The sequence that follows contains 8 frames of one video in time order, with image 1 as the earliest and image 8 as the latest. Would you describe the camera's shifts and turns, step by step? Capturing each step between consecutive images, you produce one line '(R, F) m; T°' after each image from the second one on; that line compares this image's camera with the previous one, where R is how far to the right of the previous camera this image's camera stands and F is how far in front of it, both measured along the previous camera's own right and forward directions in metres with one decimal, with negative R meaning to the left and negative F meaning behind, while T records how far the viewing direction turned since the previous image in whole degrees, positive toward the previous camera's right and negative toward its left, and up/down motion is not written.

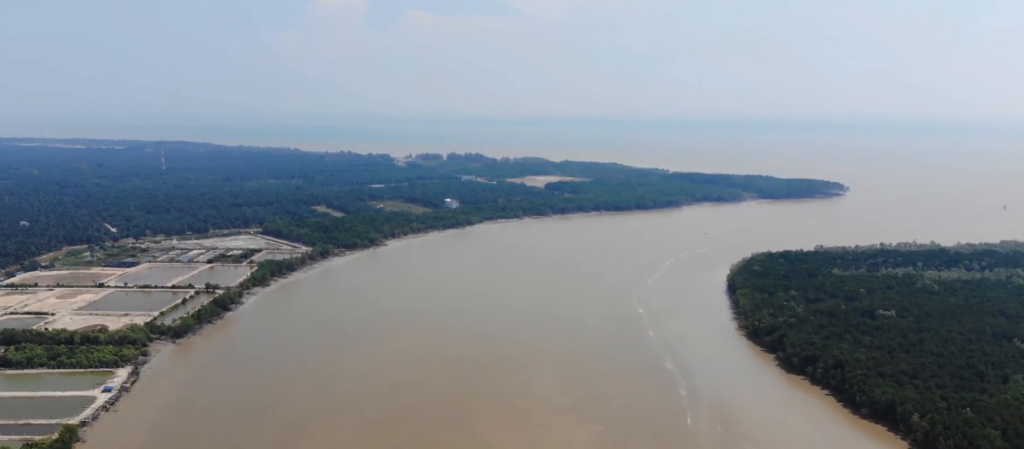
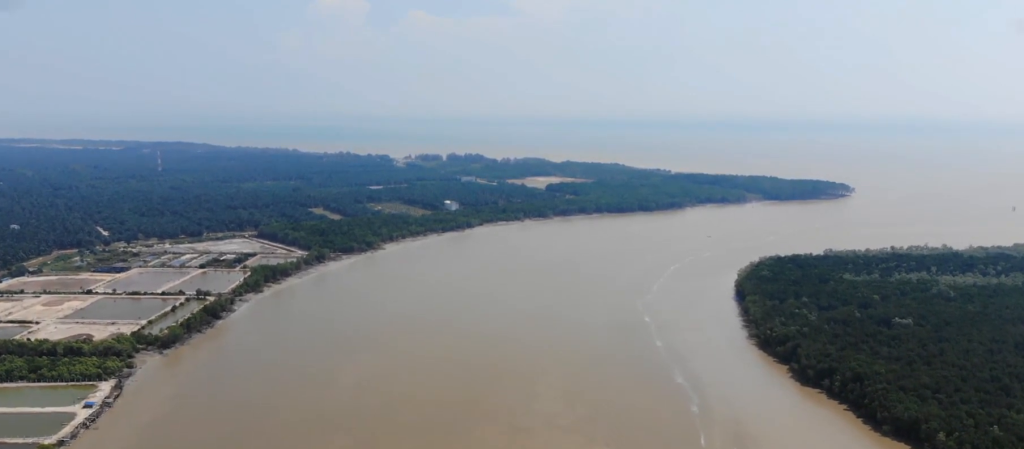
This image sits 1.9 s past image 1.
(+0.3, +25.3) m; +1°
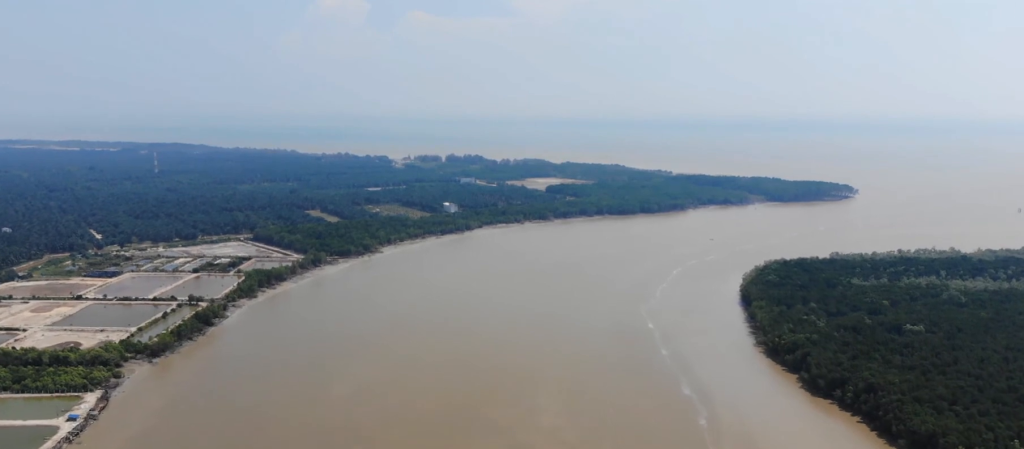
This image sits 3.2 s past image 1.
(0.0, +17.2) m; 0°
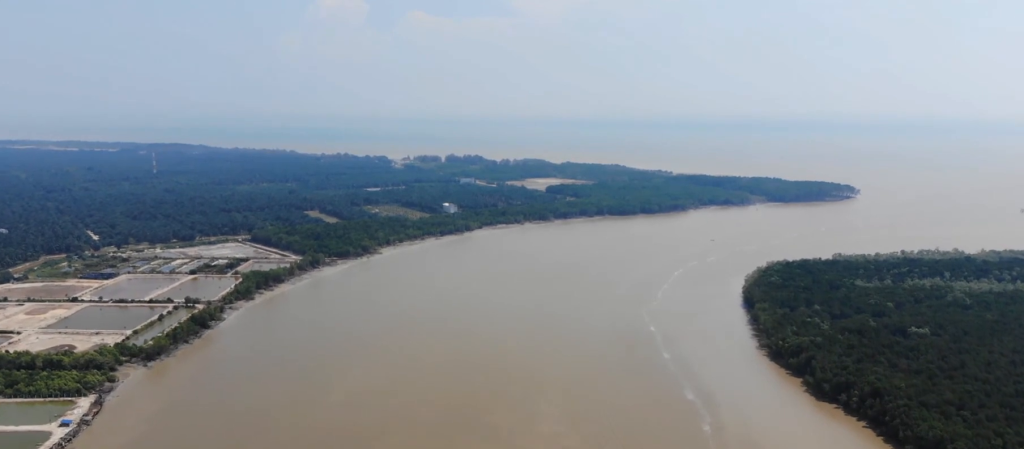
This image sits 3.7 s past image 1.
(0.0, +7.3) m; 0°
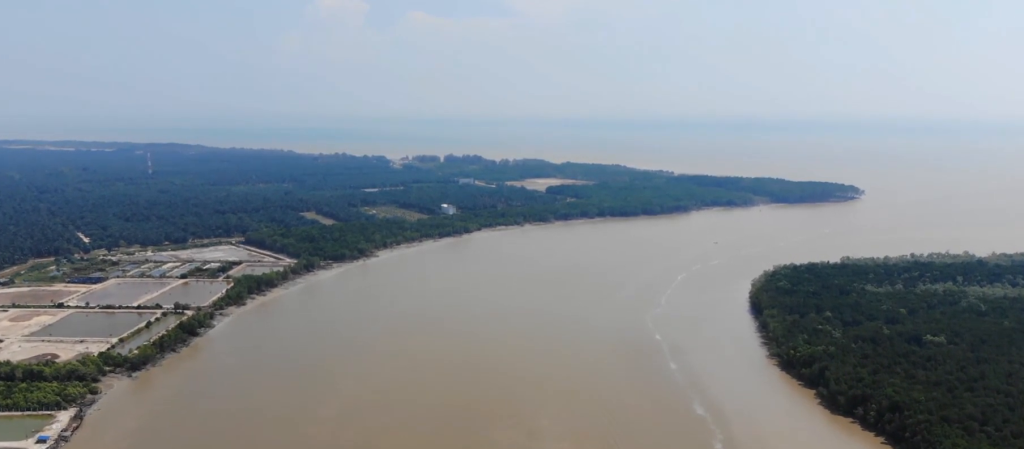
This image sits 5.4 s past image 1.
(-0.1, +21.9) m; -1°
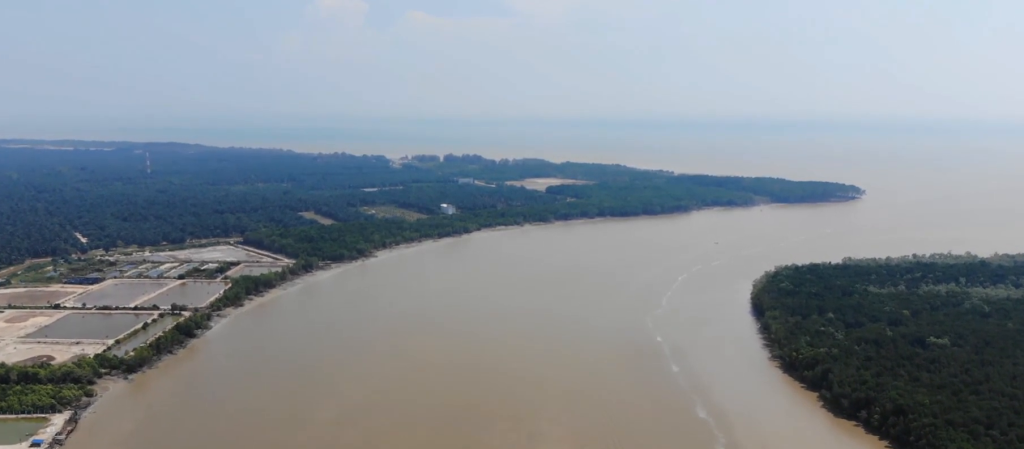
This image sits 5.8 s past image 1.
(0.0, +5.1) m; 0°
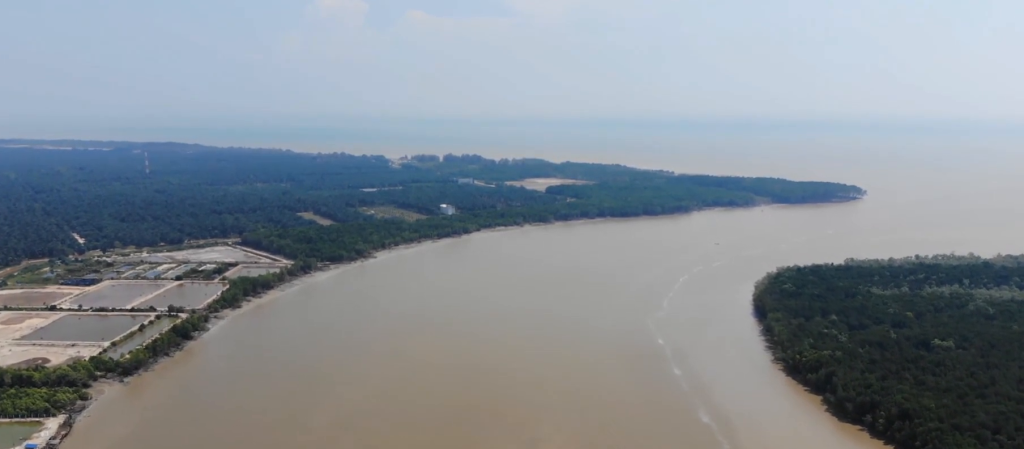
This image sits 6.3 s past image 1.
(-0.1, +5.9) m; 0°
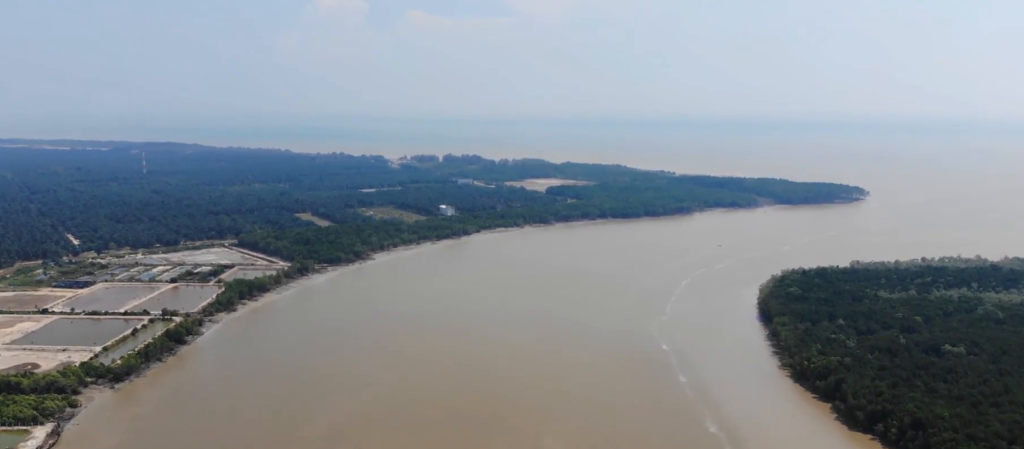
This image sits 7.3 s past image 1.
(-0.1, +12.3) m; -1°
